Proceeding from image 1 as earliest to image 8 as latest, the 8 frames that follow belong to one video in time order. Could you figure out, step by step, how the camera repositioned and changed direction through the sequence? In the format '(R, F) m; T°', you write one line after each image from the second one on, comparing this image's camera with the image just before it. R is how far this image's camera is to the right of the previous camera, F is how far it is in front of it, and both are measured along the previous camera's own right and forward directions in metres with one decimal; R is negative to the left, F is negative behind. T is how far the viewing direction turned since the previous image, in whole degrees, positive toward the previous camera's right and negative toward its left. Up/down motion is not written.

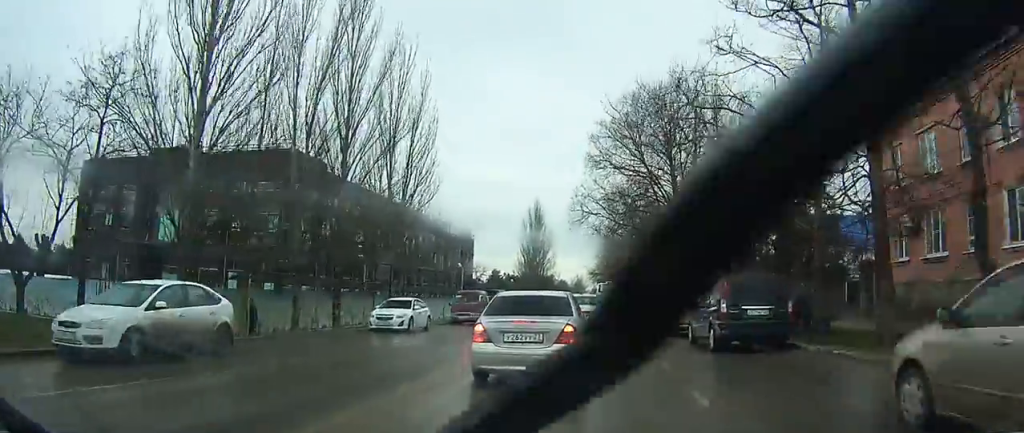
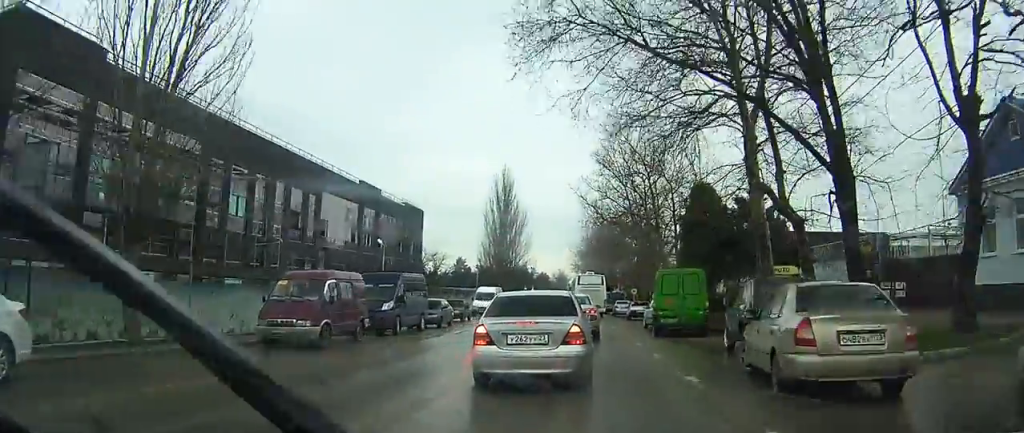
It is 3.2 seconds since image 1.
(+0.8, +20.1) m; +2°
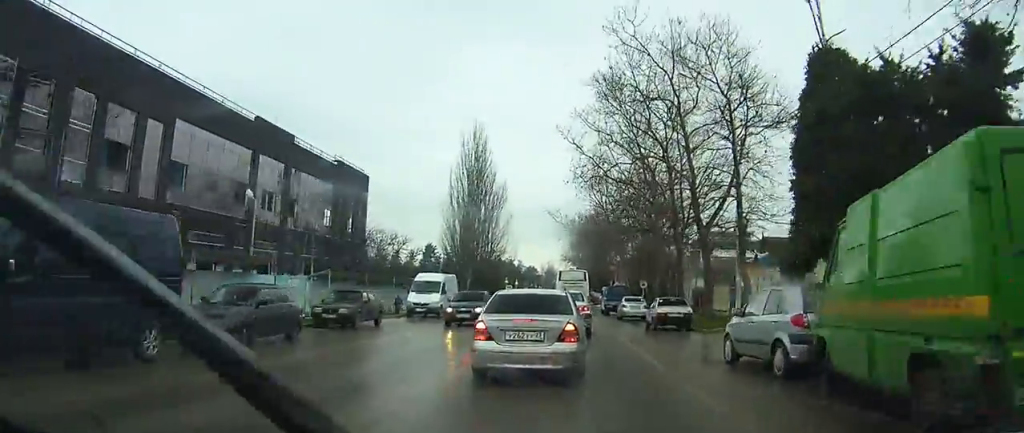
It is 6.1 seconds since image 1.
(-0.4, +17.1) m; -4°
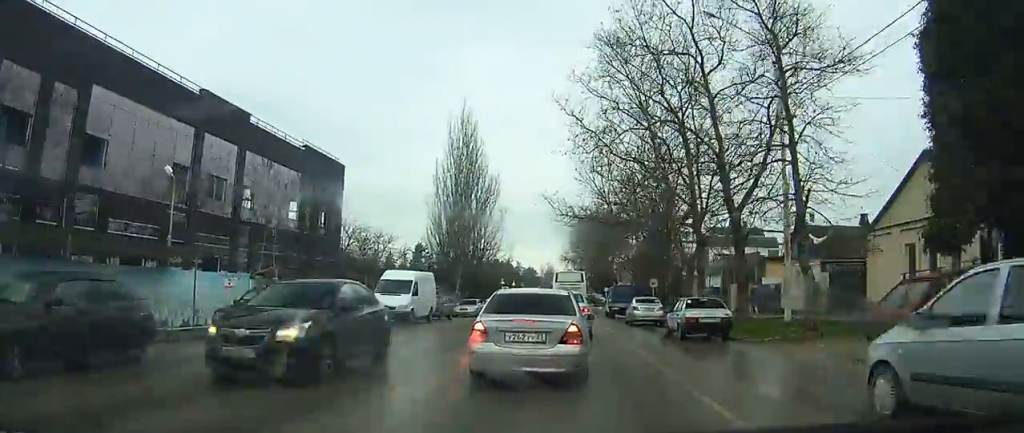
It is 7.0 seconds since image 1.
(-0.1, +5.1) m; -2°
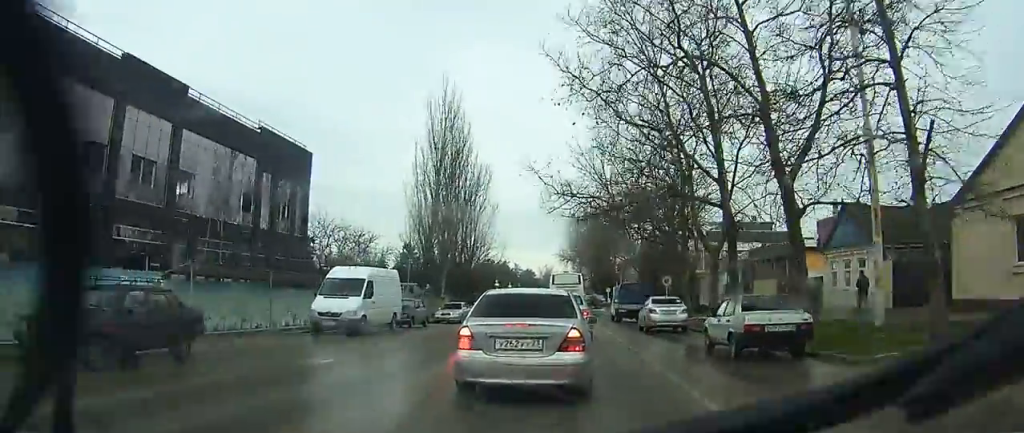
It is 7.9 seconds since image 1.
(+0.1, +5.1) m; -2°
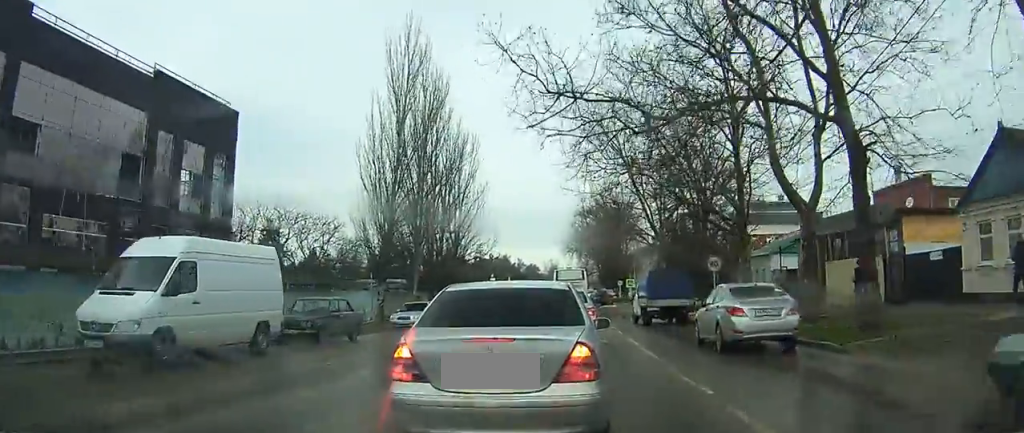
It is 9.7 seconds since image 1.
(-0.6, +8.6) m; +5°
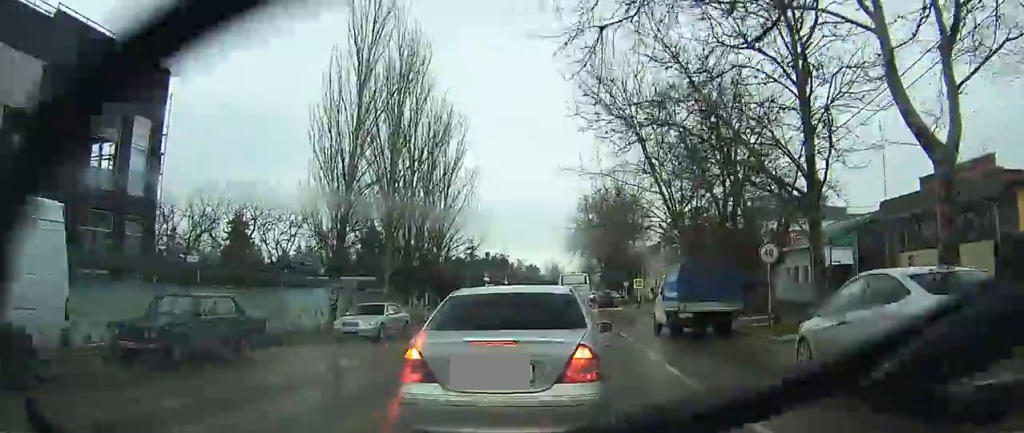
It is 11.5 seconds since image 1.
(+1.1, +7.4) m; +7°
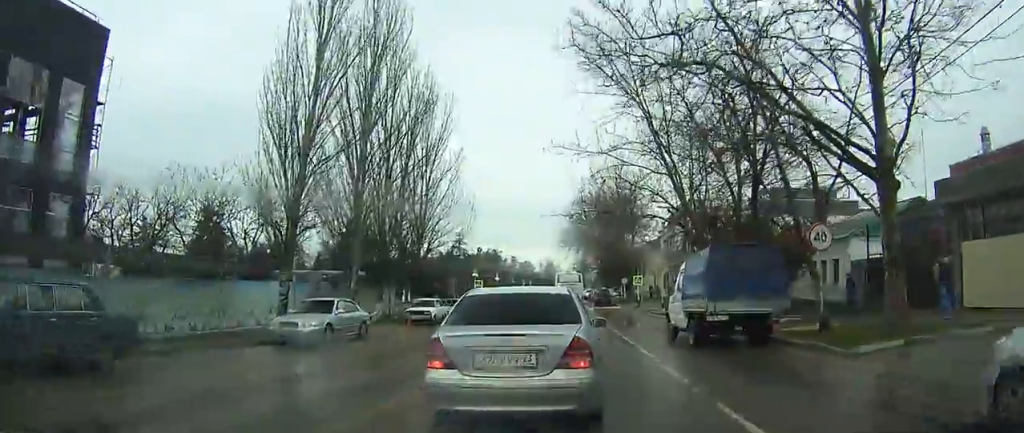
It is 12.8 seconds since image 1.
(+0.2, +5.1) m; 0°
